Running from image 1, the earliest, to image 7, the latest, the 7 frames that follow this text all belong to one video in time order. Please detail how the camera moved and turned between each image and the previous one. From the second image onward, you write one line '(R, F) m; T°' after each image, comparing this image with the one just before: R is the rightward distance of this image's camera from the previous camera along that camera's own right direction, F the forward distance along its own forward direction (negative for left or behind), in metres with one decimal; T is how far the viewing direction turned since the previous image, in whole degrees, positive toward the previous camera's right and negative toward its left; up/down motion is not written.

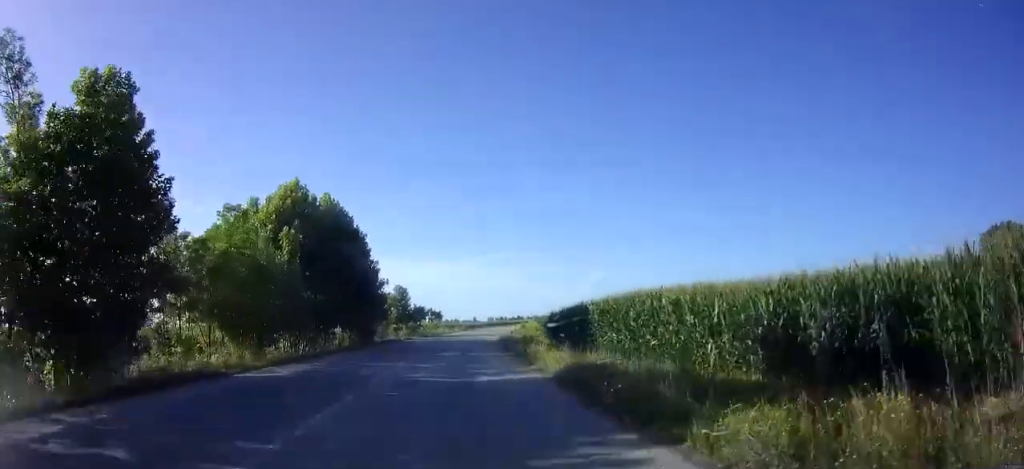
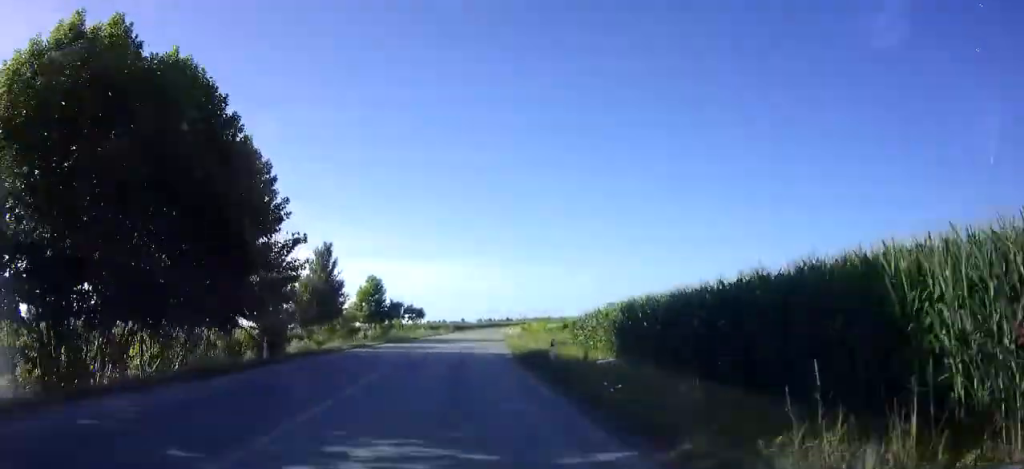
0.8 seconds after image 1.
(+0.3, +20.8) m; +2°
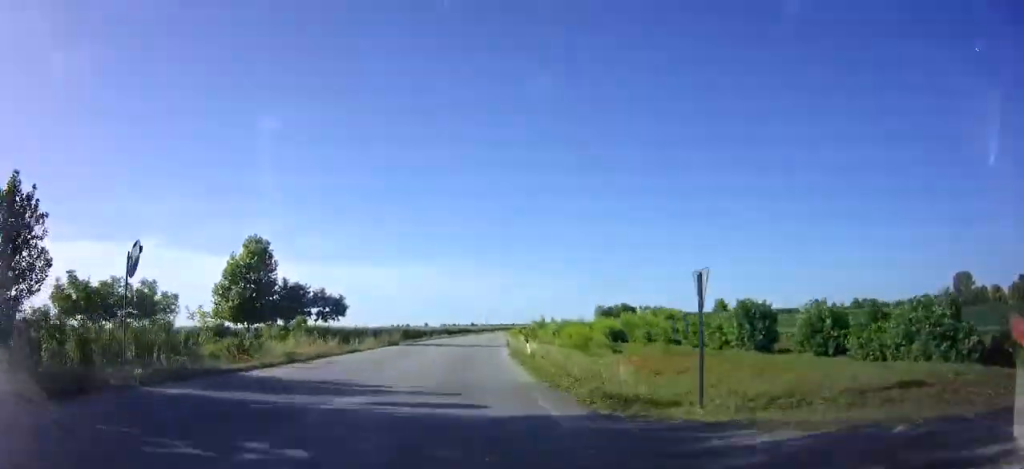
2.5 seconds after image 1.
(+1.2, +41.0) m; +4°
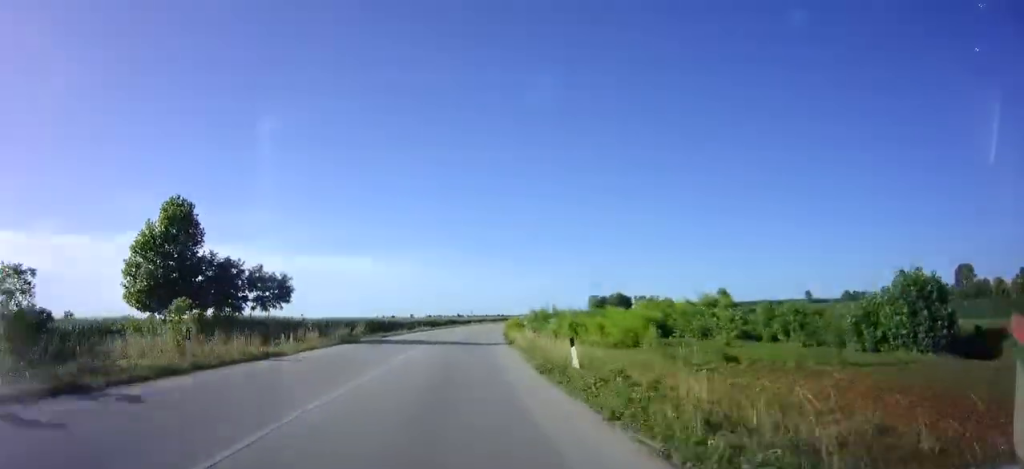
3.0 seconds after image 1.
(+0.2, +12.6) m; +1°
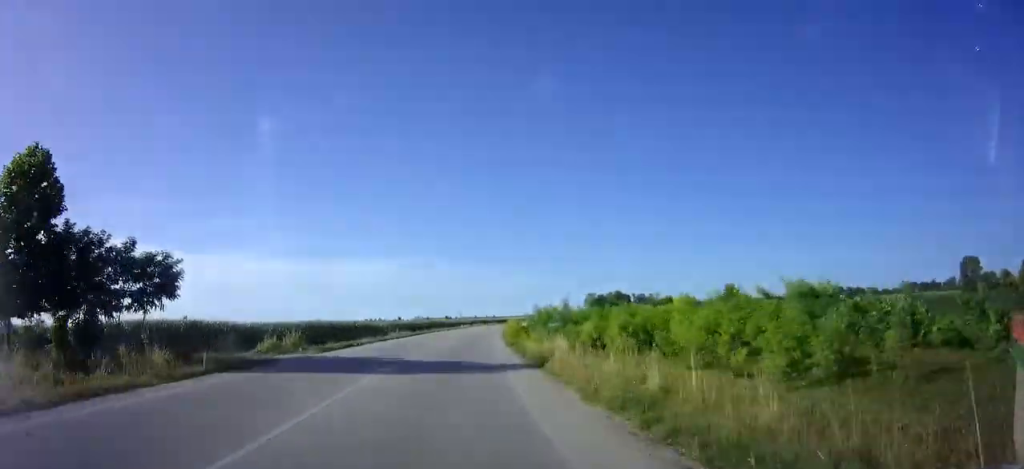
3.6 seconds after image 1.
(+0.1, +15.2) m; +1°
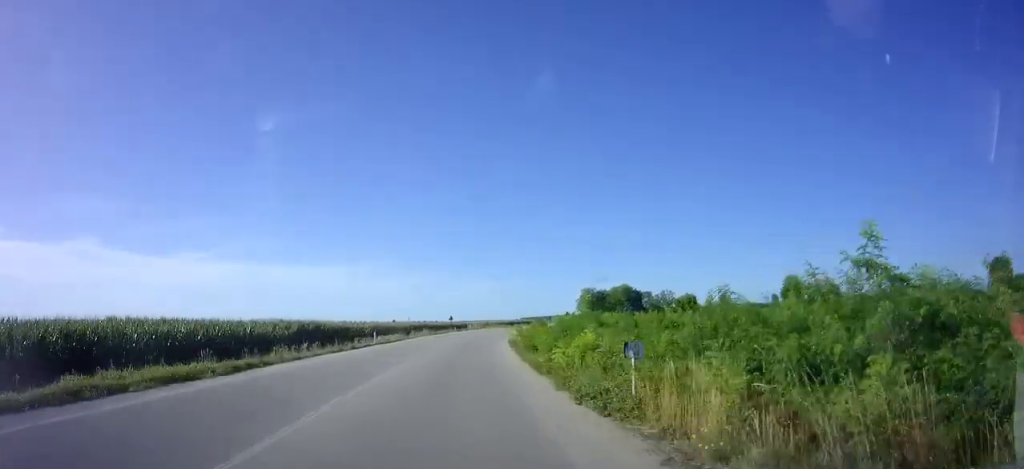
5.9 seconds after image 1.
(+2.9, +59.4) m; +6°
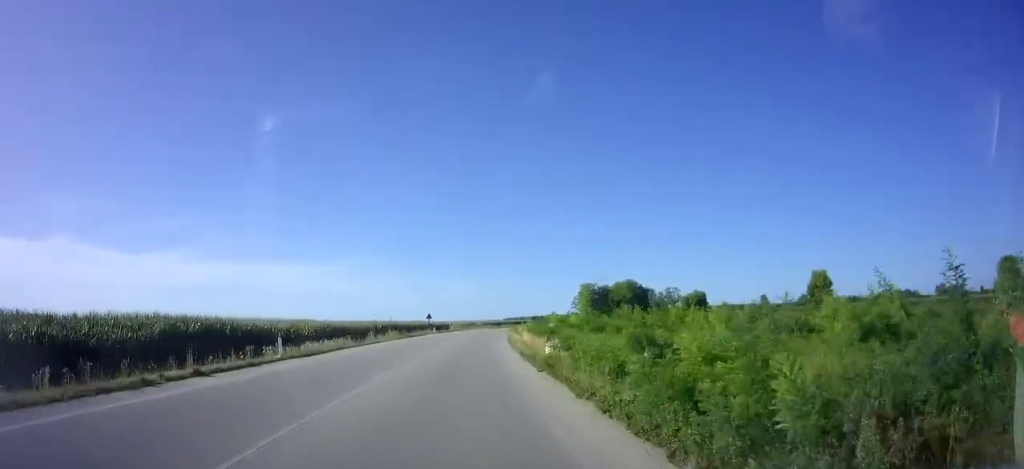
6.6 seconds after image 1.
(+0.1, +17.9) m; +2°
